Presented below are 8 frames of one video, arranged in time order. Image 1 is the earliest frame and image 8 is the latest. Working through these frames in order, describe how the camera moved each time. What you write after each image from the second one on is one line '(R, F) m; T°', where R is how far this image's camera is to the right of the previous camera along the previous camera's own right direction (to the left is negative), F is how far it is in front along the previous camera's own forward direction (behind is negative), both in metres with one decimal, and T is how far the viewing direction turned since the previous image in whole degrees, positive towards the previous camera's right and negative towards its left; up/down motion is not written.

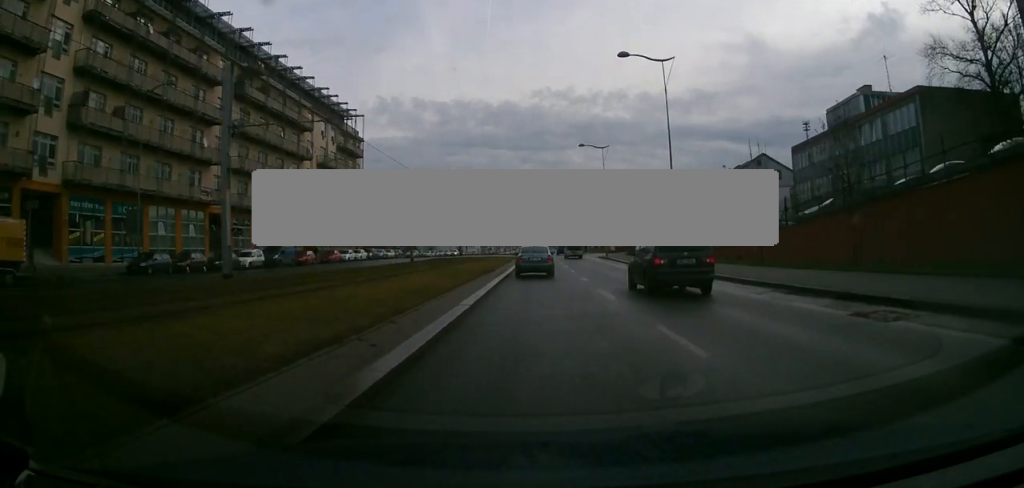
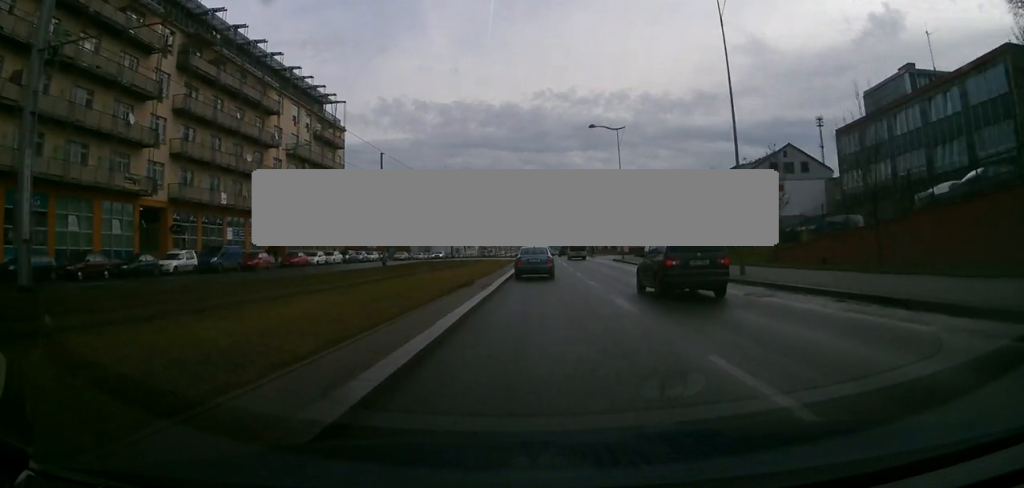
(0.0, +11.5) m; +1°
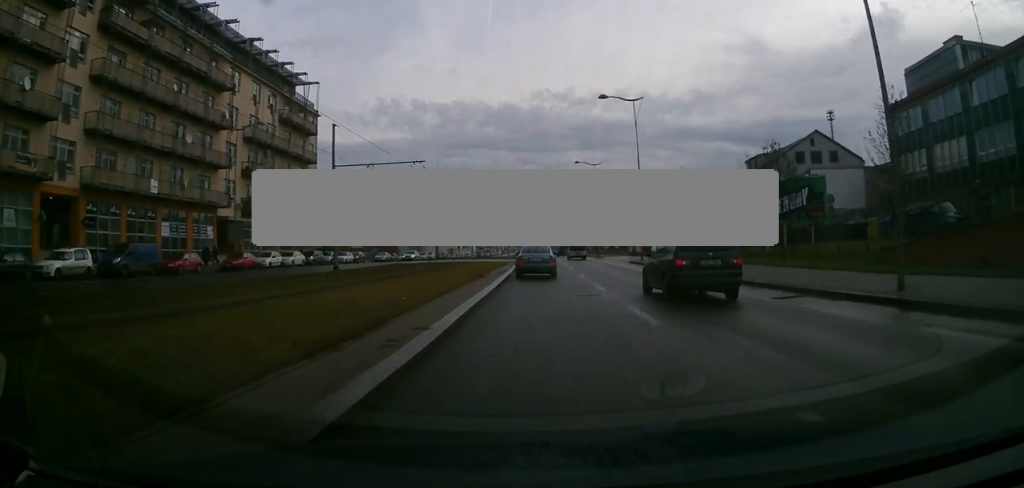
(+0.3, +11.2) m; +1°
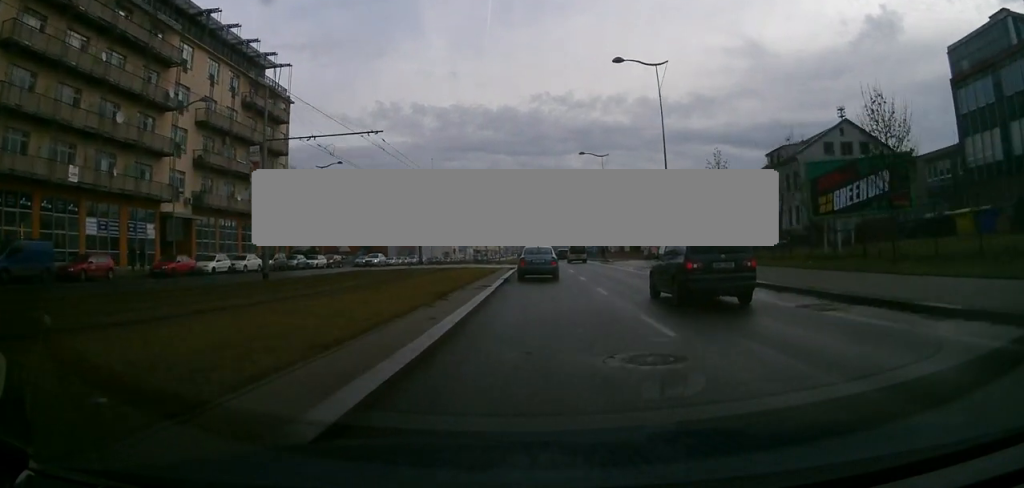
(+0.1, +9.3) m; -2°
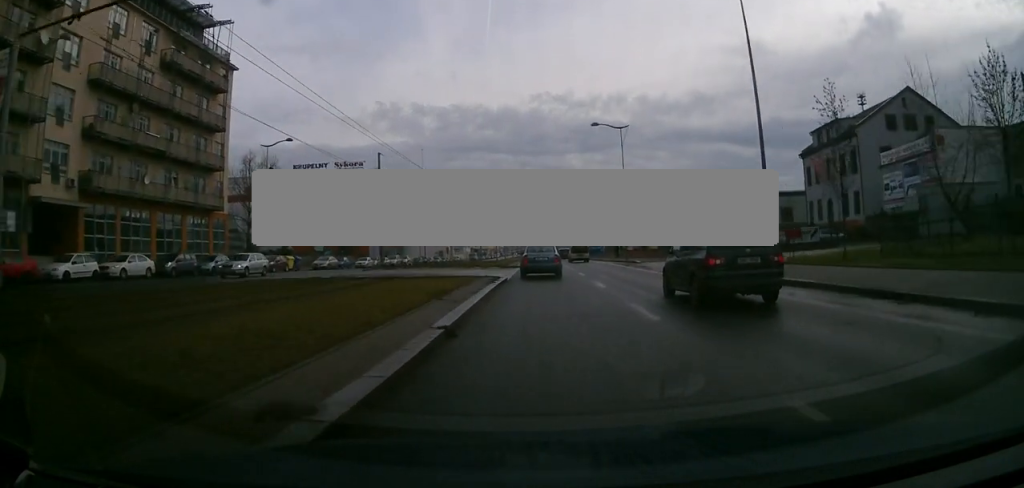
(-0.5, +14.3) m; -1°
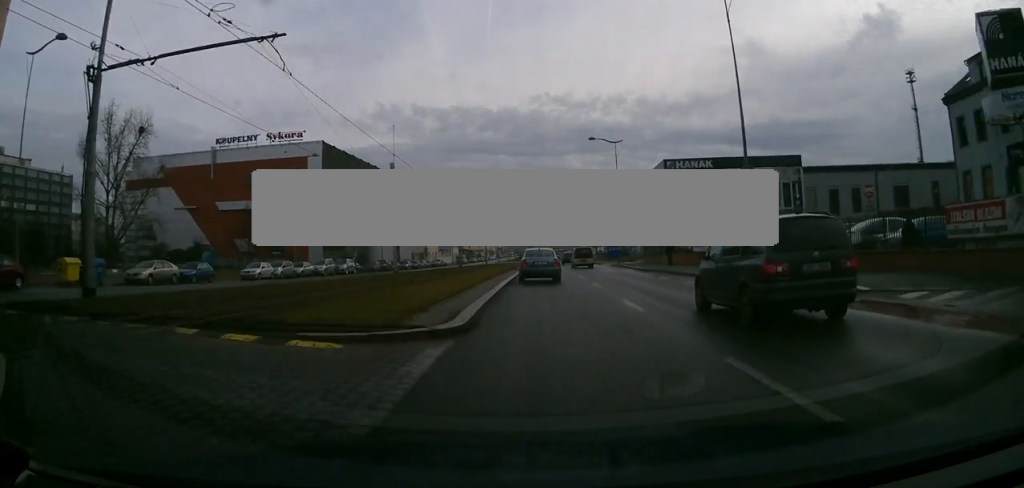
(+0.8, +29.4) m; +3°
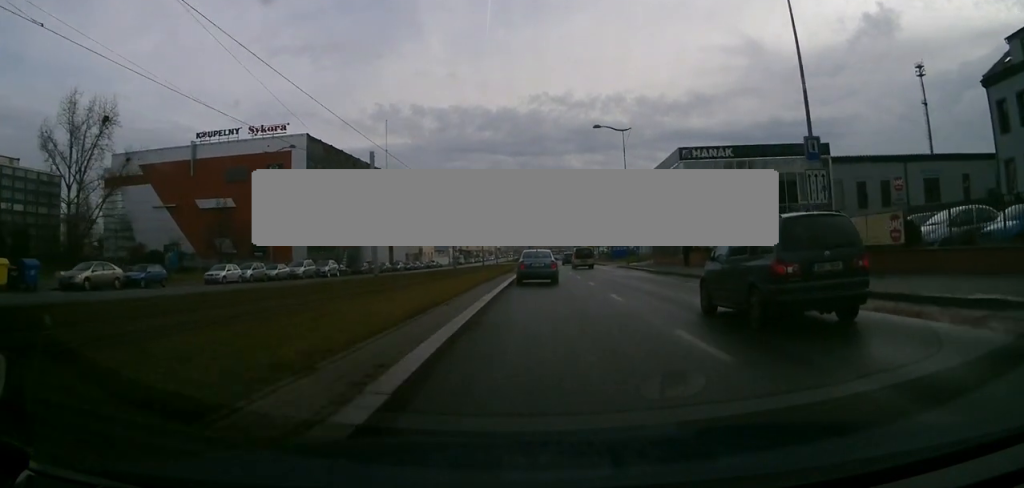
(0.0, +5.9) m; 0°
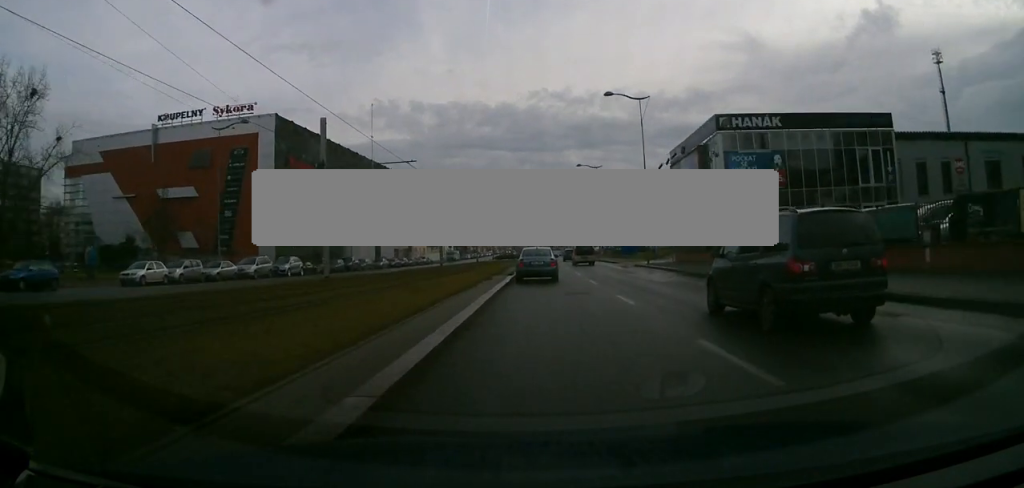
(+0.1, +12.0) m; +1°
